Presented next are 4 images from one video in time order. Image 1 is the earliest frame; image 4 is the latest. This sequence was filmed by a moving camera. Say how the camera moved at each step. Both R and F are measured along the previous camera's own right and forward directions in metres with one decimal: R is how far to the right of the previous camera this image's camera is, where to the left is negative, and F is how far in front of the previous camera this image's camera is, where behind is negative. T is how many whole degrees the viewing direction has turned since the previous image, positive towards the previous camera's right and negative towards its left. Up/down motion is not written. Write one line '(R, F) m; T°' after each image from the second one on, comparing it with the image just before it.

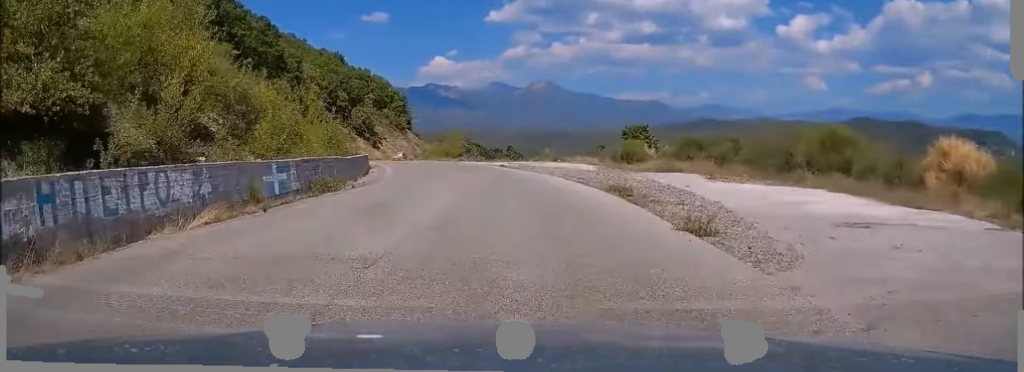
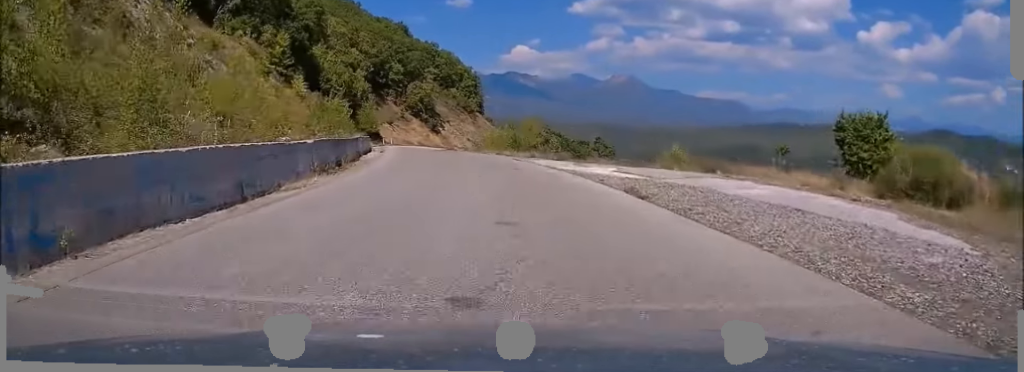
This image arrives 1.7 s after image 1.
(-1.4, +29.4) m; -7°
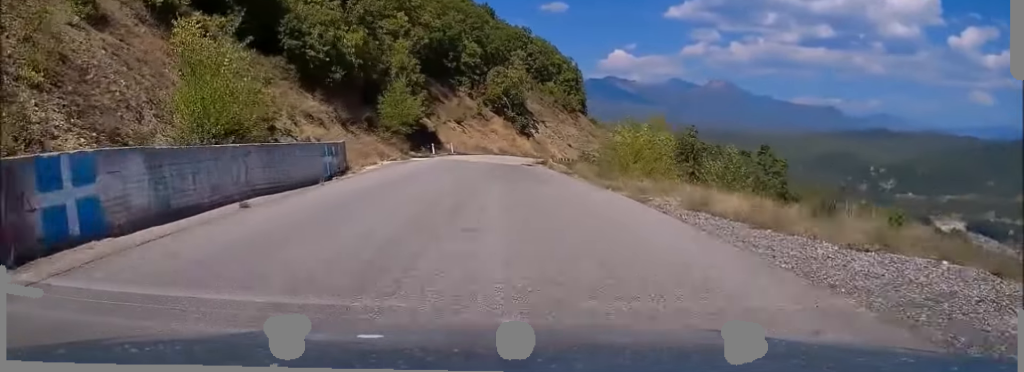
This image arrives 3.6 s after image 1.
(-3.1, +36.1) m; -8°
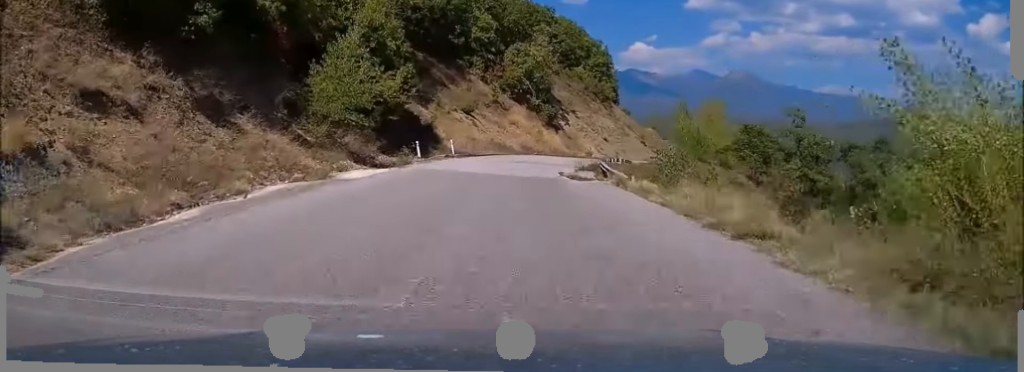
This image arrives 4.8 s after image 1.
(-0.4, +21.3) m; -1°
